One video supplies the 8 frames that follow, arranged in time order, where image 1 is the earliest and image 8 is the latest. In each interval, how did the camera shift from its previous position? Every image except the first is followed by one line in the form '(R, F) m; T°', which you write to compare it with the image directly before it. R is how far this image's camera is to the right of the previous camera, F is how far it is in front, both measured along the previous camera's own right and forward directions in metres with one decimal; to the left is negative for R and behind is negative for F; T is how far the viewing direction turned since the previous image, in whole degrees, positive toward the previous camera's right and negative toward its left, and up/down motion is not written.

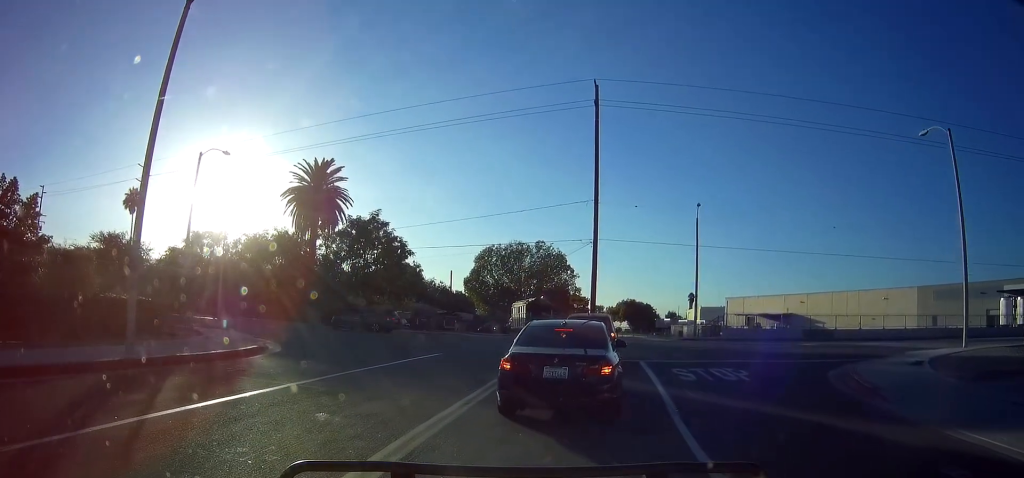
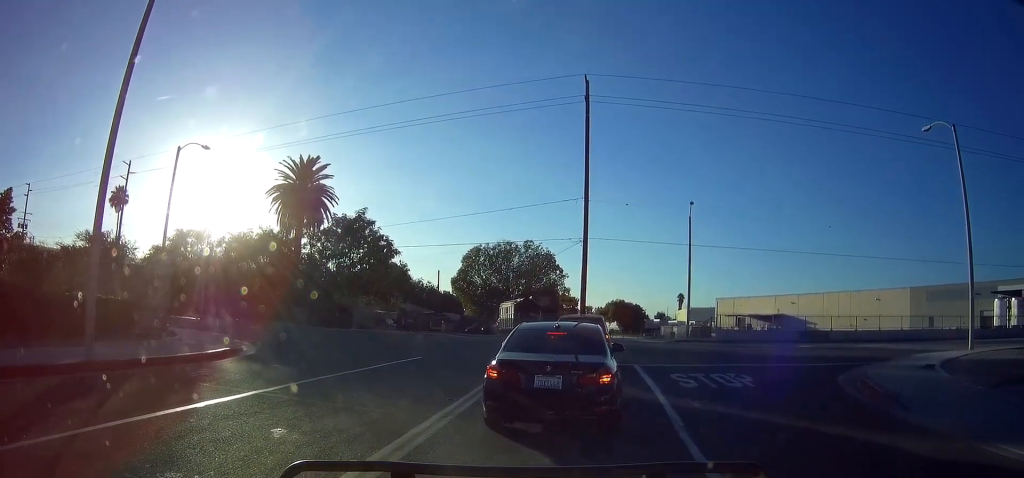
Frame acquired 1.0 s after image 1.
(0.0, +1.2) m; 0°
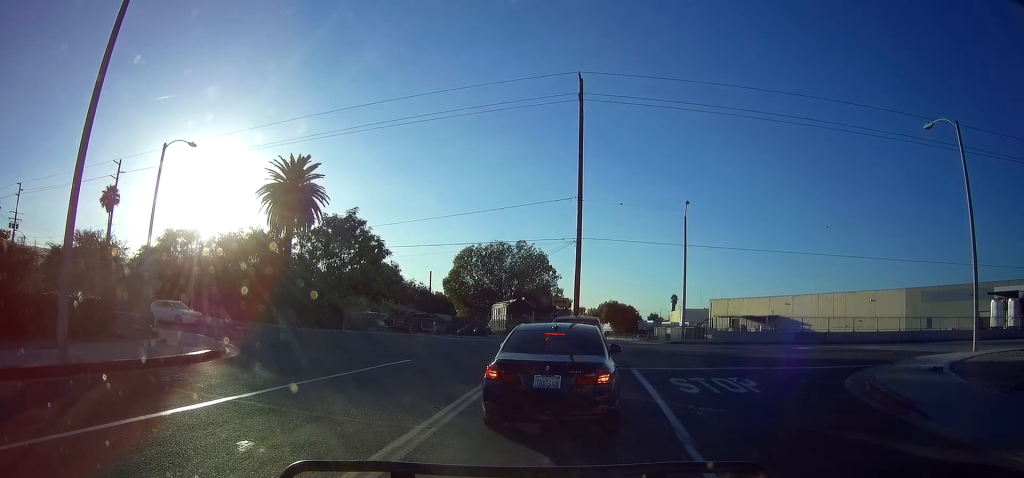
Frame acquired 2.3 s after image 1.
(-0.1, +0.7) m; 0°
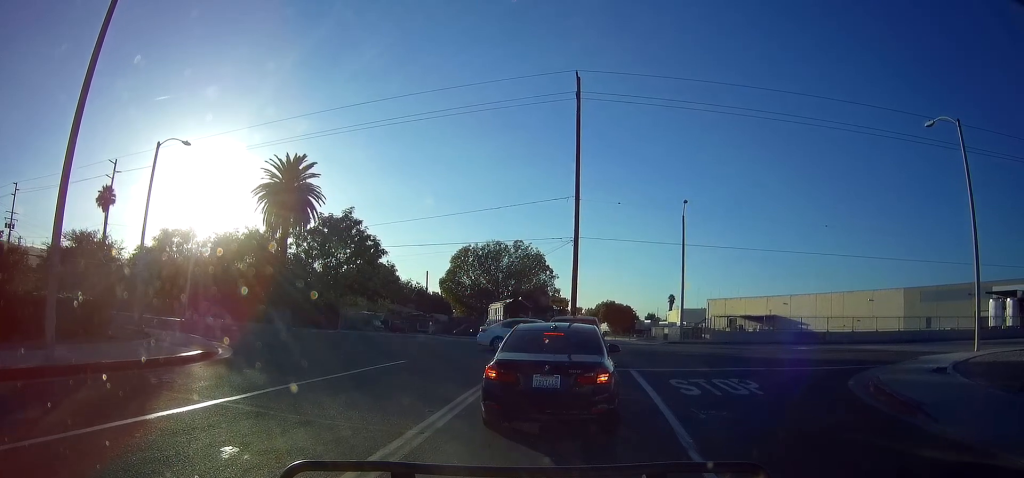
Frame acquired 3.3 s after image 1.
(-0.1, +0.4) m; 0°
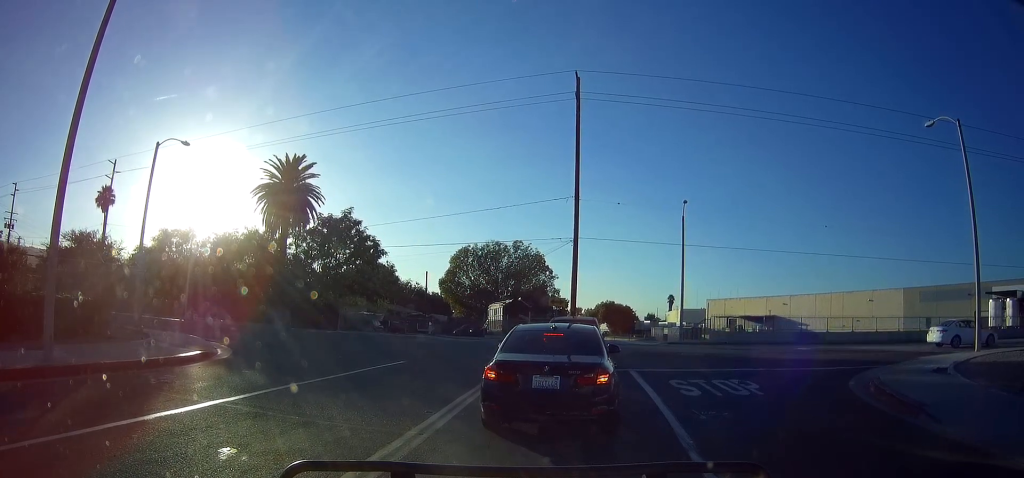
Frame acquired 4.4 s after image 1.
(0.0, 0.0) m; 0°
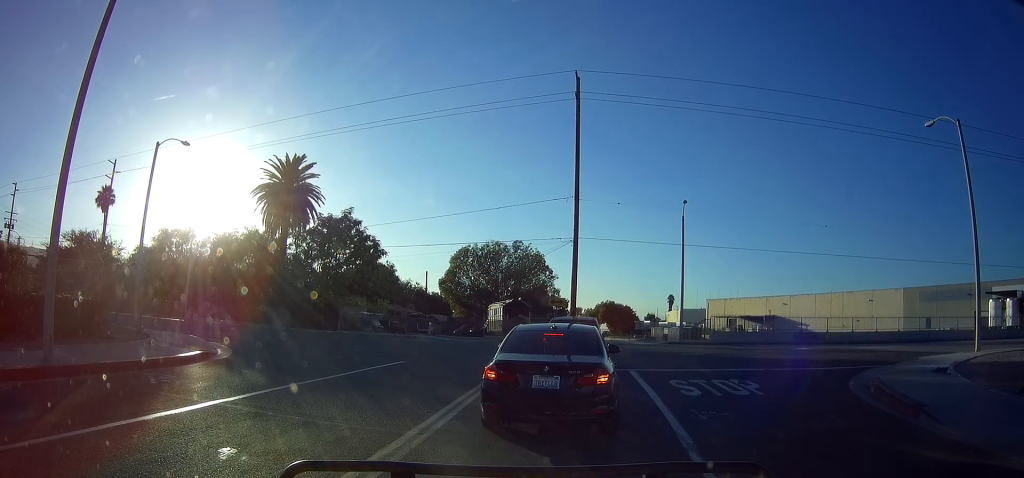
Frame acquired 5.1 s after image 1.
(0.0, 0.0) m; 0°
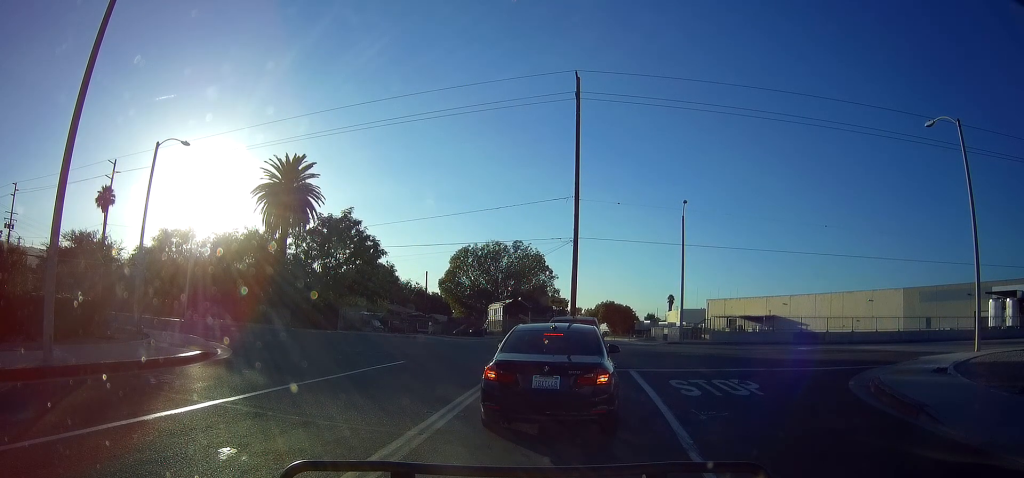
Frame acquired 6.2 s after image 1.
(0.0, 0.0) m; 0°
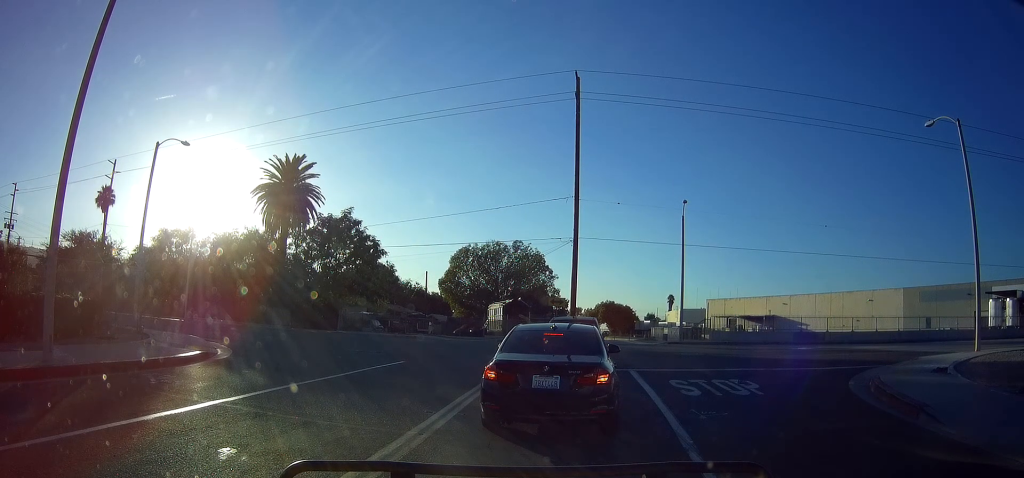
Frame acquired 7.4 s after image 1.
(0.0, 0.0) m; 0°
